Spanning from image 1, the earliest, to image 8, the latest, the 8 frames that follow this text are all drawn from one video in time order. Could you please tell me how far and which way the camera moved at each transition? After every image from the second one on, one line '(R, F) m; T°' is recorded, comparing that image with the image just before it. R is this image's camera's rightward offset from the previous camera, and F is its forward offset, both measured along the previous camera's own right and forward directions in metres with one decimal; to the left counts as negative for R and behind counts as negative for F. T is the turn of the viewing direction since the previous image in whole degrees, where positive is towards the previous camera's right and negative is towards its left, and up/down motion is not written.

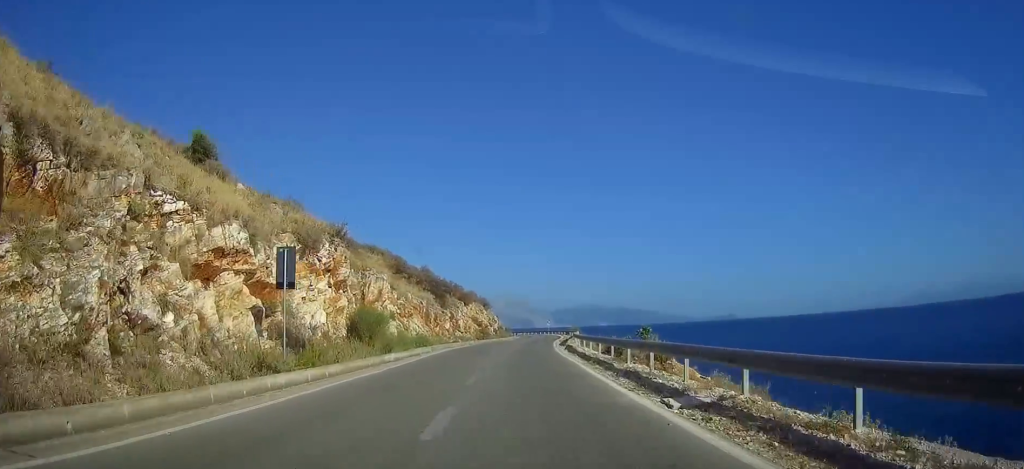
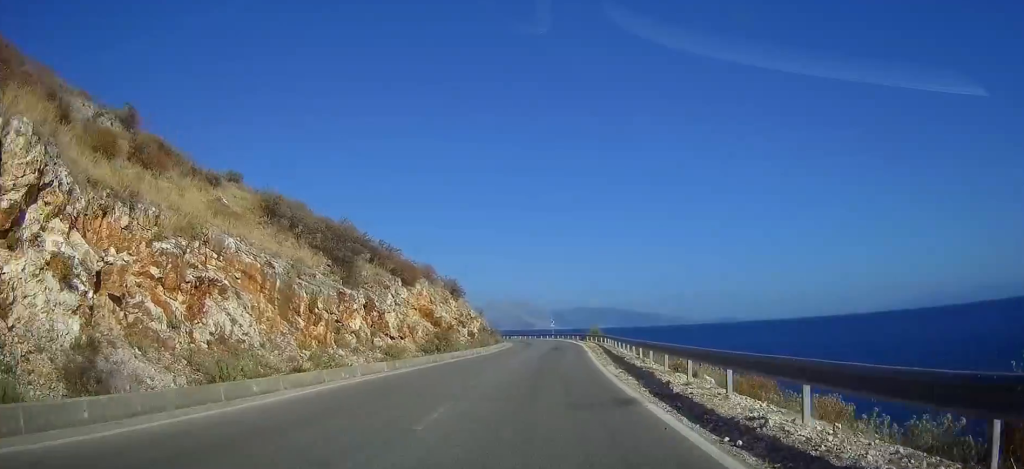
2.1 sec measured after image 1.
(-0.5, +38.5) m; -1°
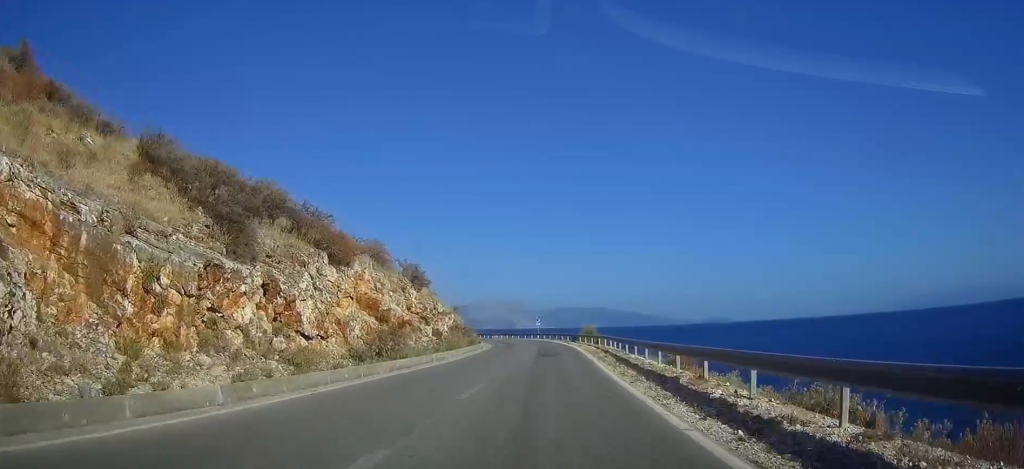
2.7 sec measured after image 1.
(+0.1, +12.8) m; +1°
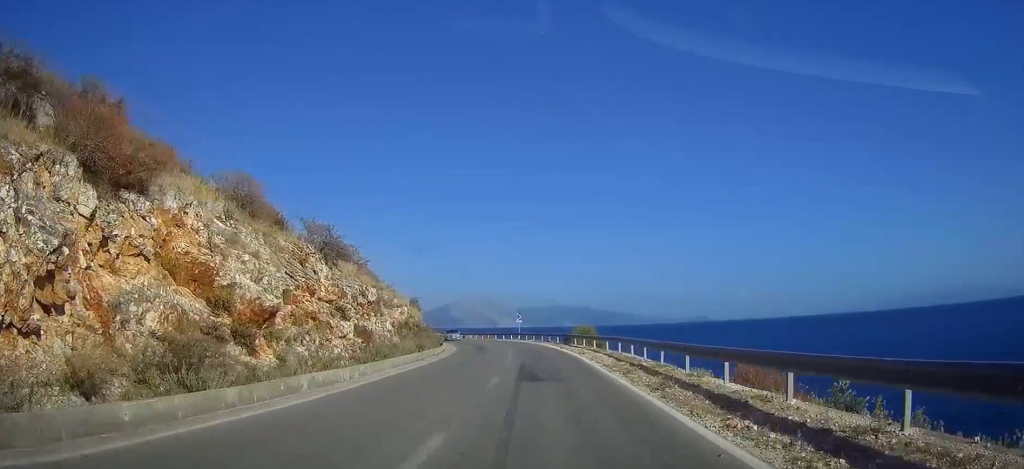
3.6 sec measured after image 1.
(+0.2, +17.4) m; +1°
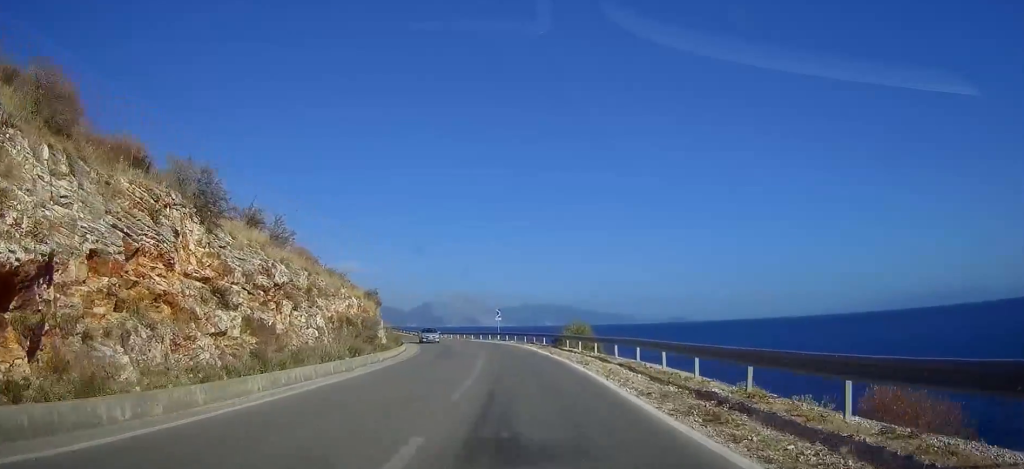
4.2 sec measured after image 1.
(+0.1, +10.9) m; +1°
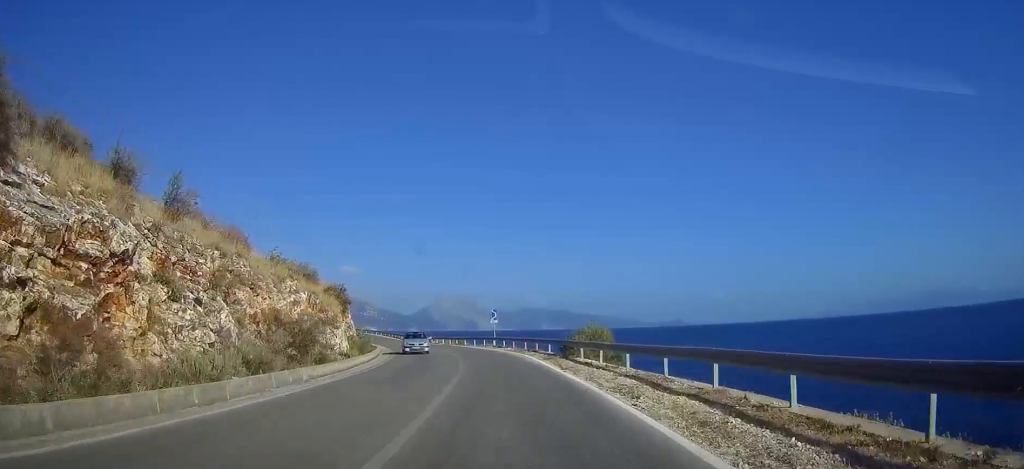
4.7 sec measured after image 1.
(0.0, +10.2) m; 0°
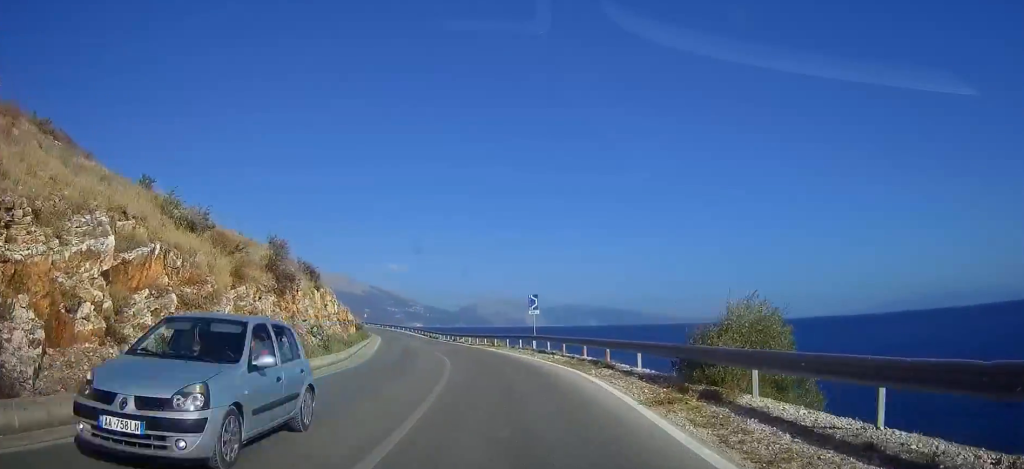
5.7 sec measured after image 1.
(0.0, +19.2) m; -2°
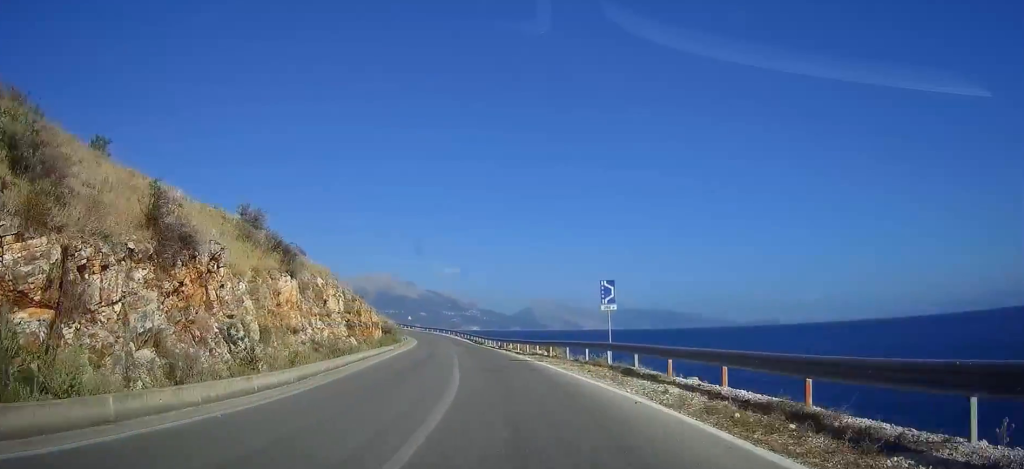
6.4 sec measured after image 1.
(-0.1, +13.4) m; -3°
